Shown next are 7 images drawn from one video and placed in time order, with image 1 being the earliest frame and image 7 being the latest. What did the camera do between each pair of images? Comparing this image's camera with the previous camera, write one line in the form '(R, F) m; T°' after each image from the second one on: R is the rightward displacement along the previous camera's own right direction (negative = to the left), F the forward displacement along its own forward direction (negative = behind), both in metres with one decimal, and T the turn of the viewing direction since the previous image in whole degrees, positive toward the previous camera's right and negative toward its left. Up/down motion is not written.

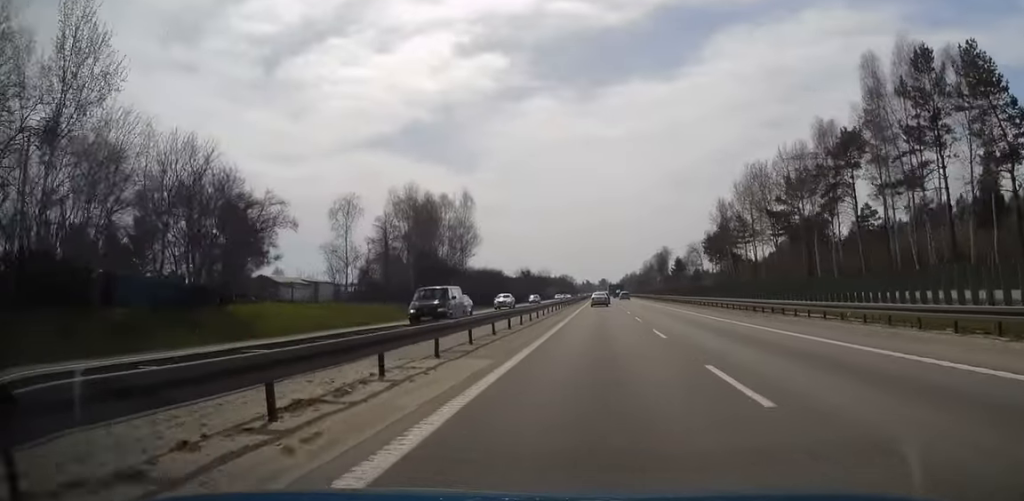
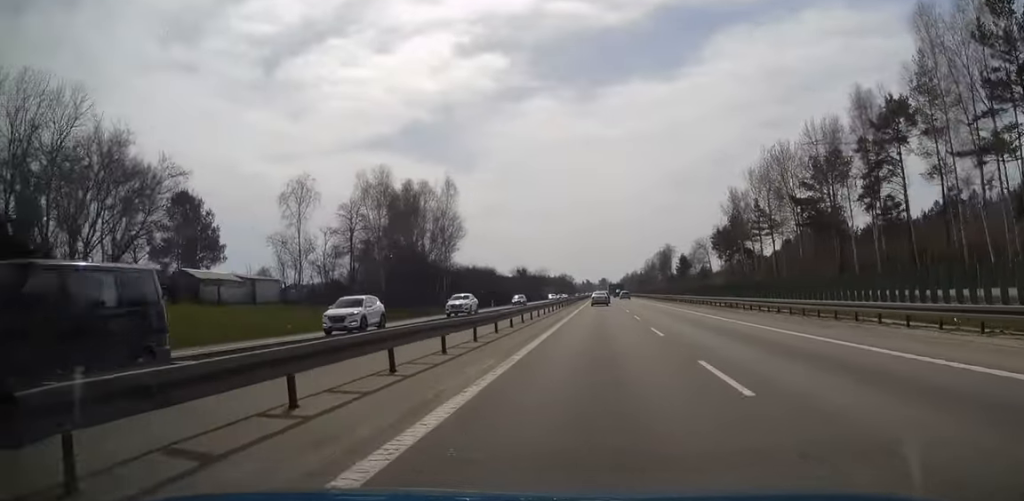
(0.0, +11.3) m; 0°
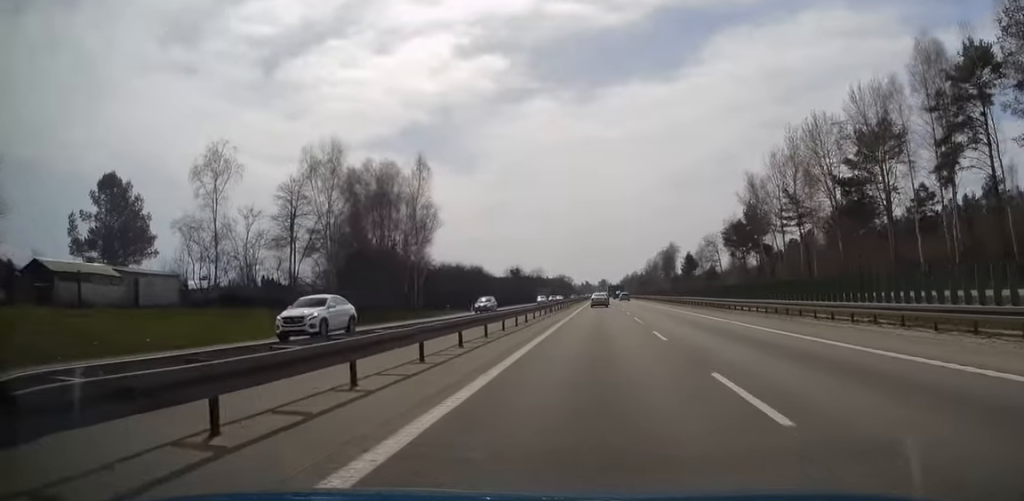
(0.0, +13.8) m; 0°
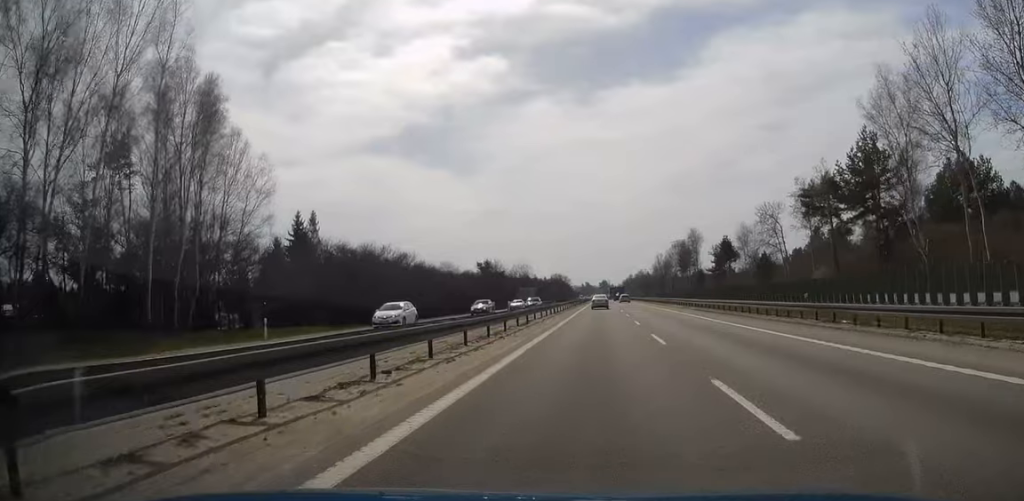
(-0.1, +48.2) m; 0°
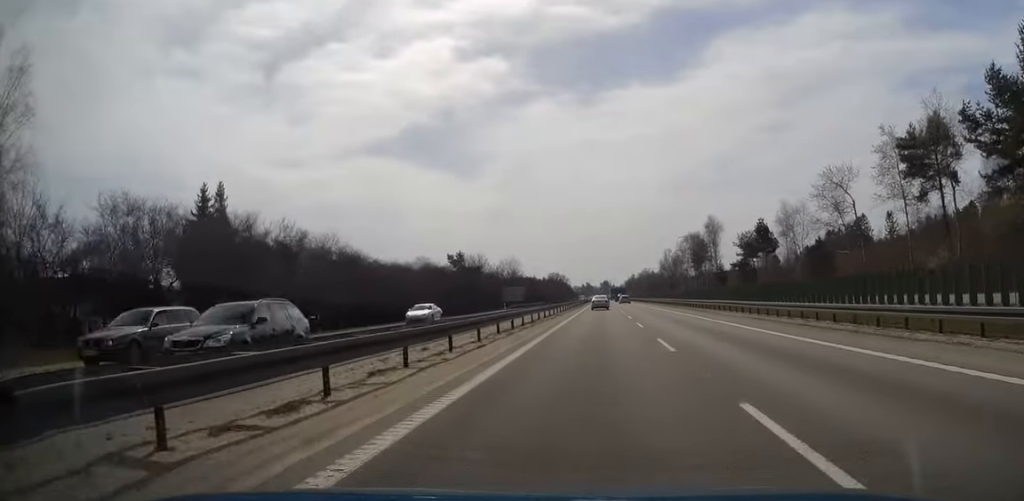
(0.0, +26.0) m; 0°
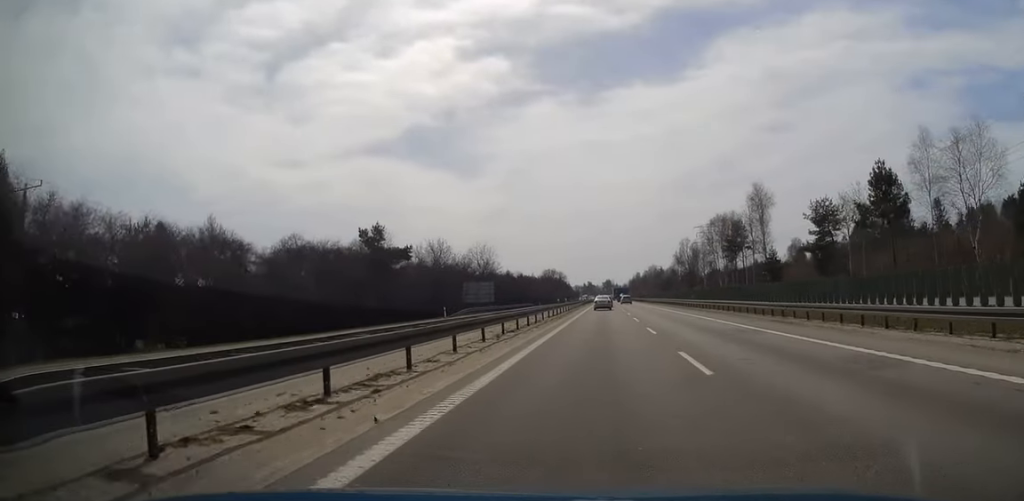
(-0.1, +40.2) m; 0°
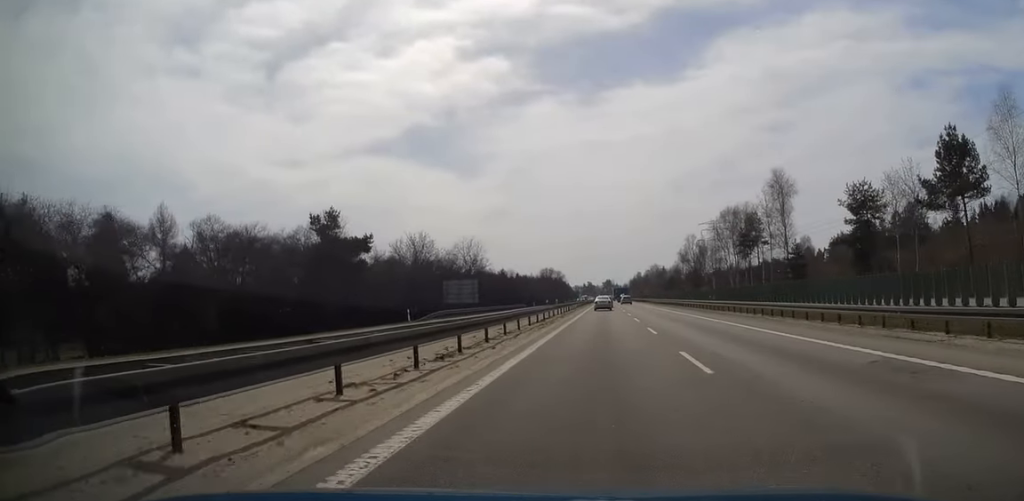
(0.0, +11.7) m; 0°
